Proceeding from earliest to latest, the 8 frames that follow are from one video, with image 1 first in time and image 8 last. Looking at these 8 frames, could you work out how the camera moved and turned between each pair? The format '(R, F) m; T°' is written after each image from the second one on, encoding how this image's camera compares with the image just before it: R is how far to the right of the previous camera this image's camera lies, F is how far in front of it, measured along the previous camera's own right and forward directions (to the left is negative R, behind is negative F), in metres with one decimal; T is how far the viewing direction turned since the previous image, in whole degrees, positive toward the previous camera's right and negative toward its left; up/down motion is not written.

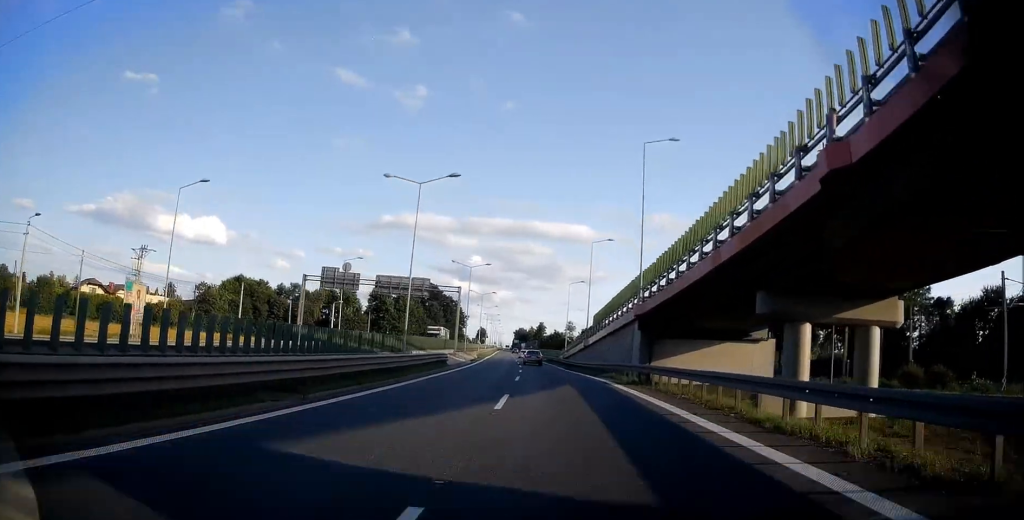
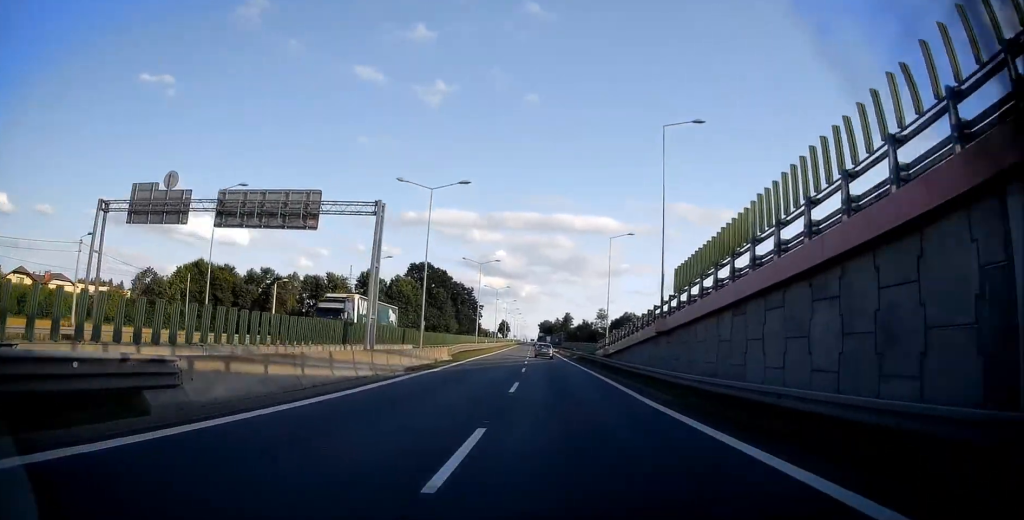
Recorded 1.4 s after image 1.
(-1.1, +31.8) m; -3°
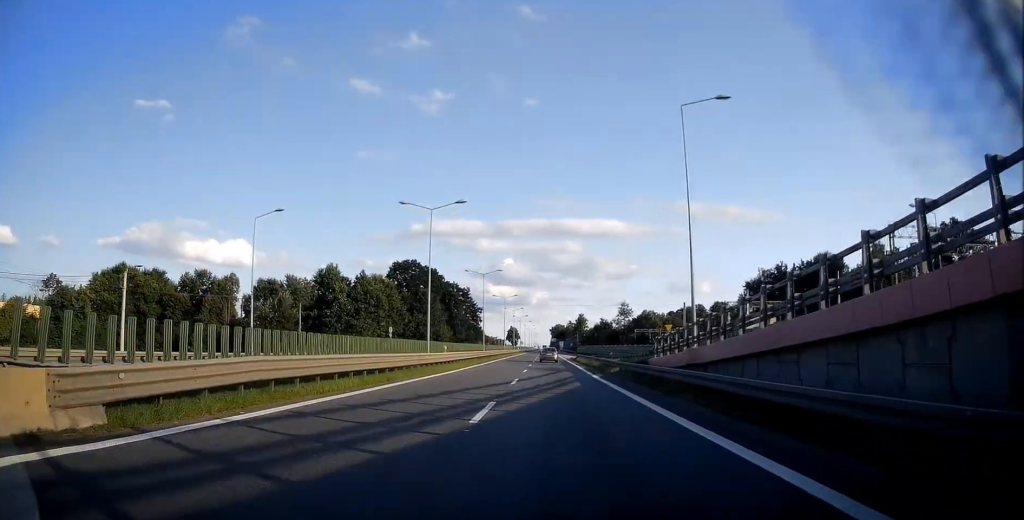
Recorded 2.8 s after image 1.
(-0.5, +30.8) m; -1°
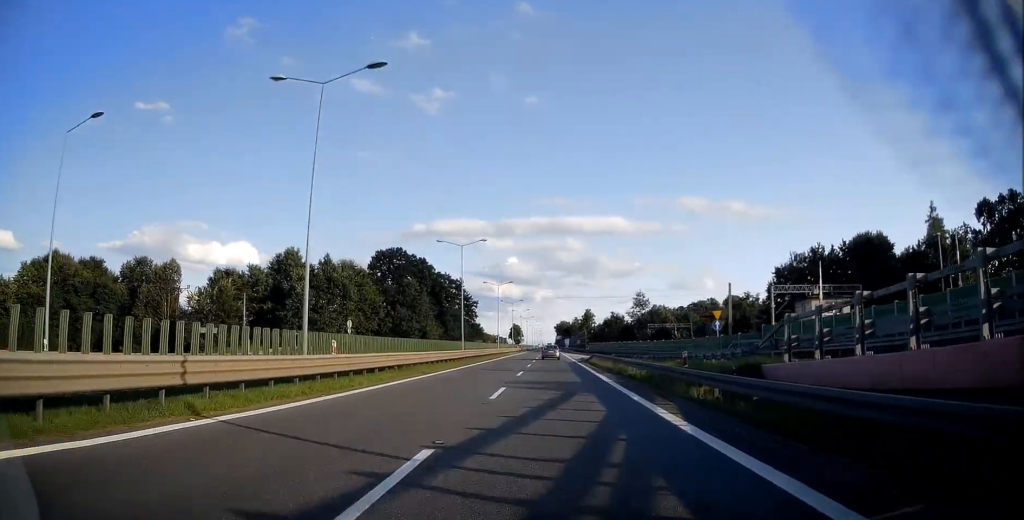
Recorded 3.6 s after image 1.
(0.0, +19.1) m; 0°
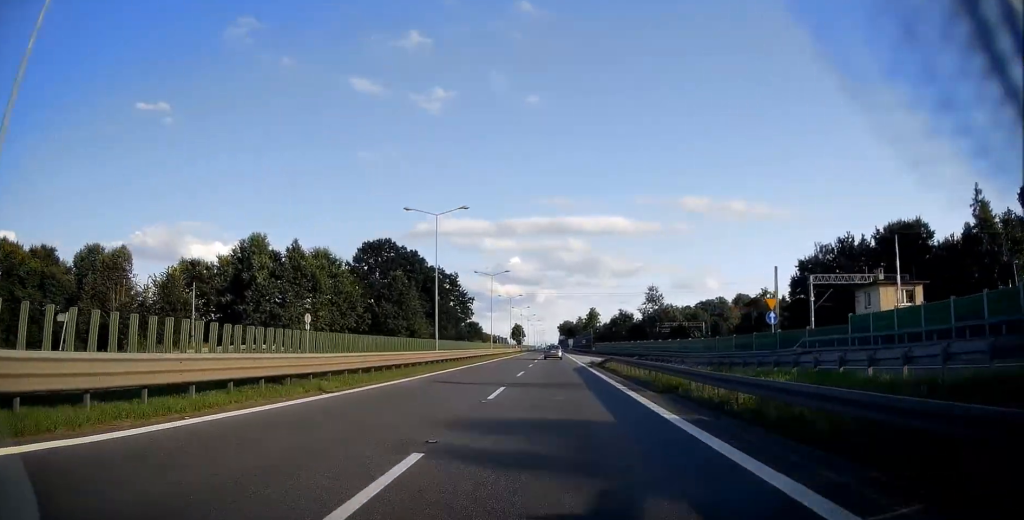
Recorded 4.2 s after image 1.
(+0.1, +12.4) m; 0°
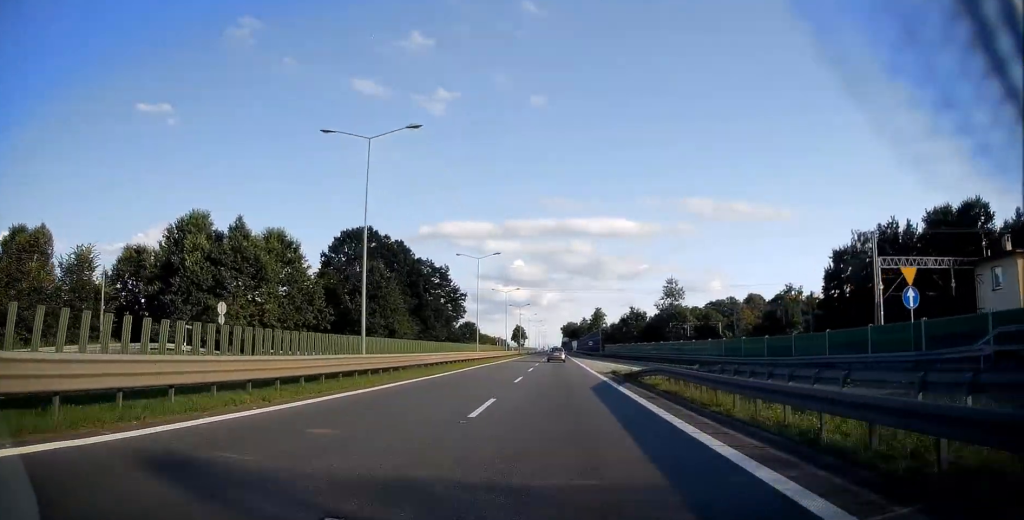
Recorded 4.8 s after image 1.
(-0.1, +15.8) m; 0°
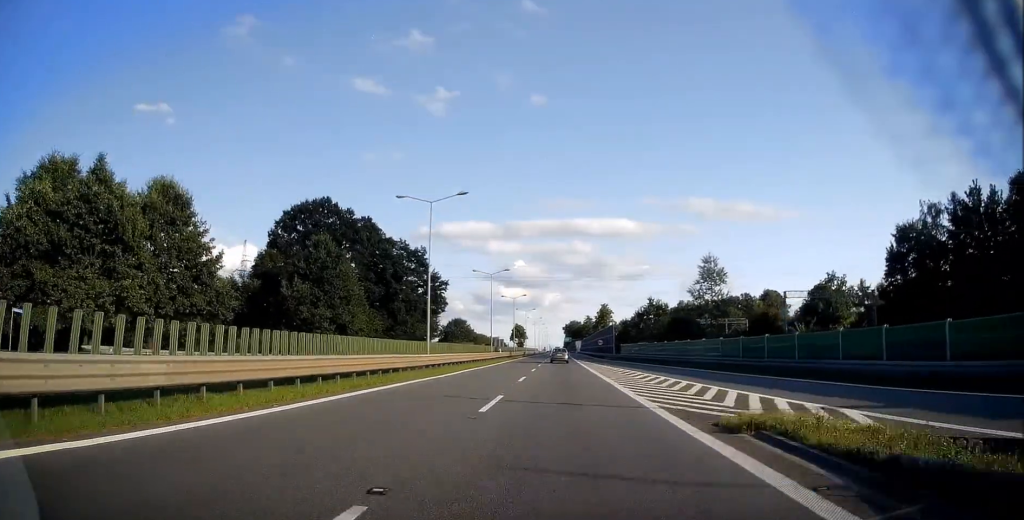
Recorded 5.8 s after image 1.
(-0.1, +23.8) m; 0°
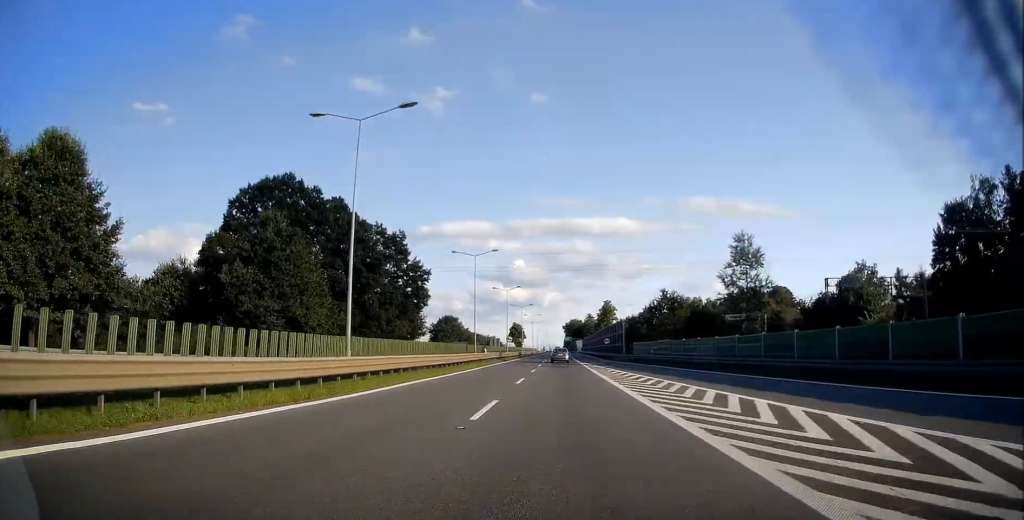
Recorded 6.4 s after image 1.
(0.0, +14.8) m; 0°
